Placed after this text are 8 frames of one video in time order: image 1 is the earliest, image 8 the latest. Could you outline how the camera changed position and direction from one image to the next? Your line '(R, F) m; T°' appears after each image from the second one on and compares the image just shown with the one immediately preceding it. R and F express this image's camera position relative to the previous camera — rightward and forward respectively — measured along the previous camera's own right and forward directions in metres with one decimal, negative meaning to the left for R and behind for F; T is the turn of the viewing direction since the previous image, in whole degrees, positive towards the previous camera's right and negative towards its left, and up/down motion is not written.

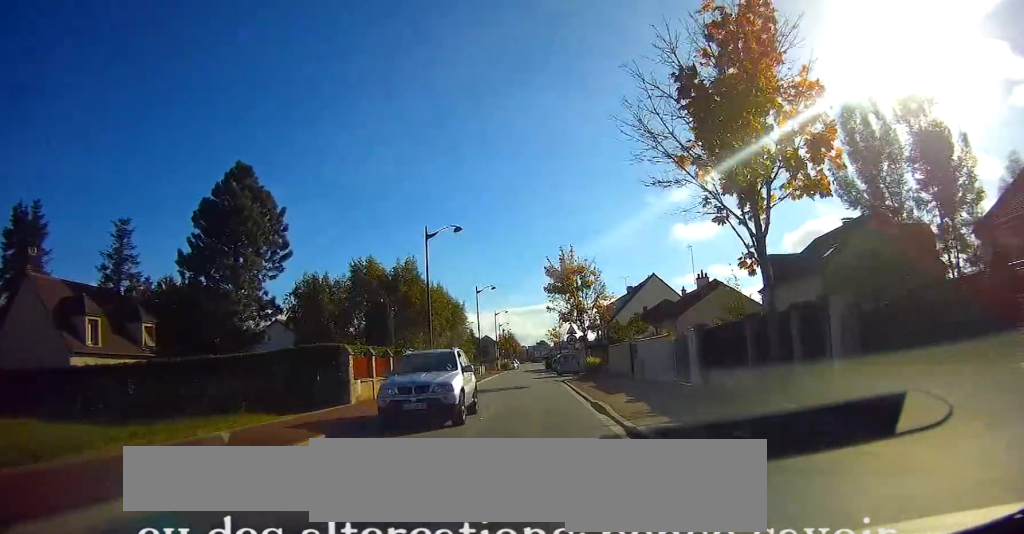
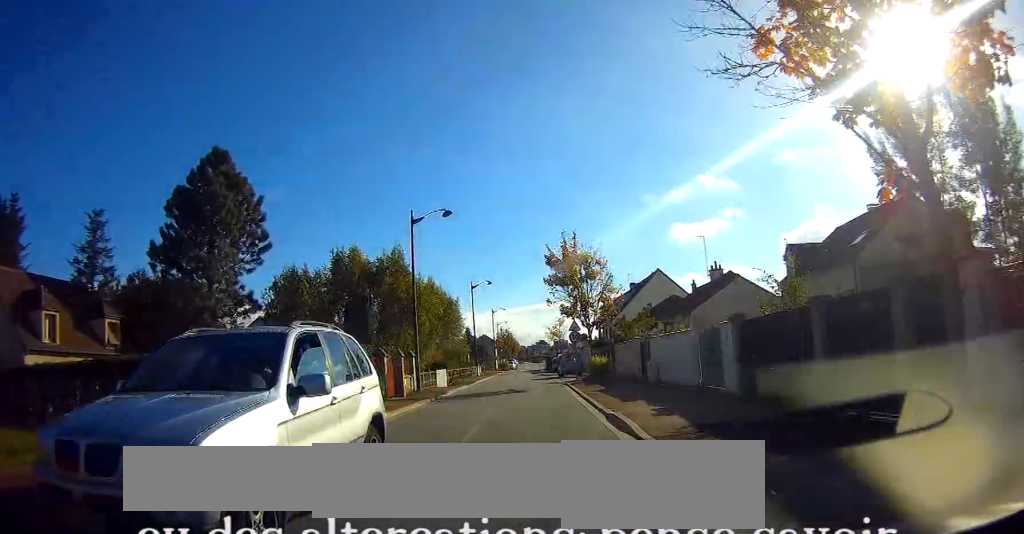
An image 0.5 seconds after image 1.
(0.0, +3.7) m; 0°
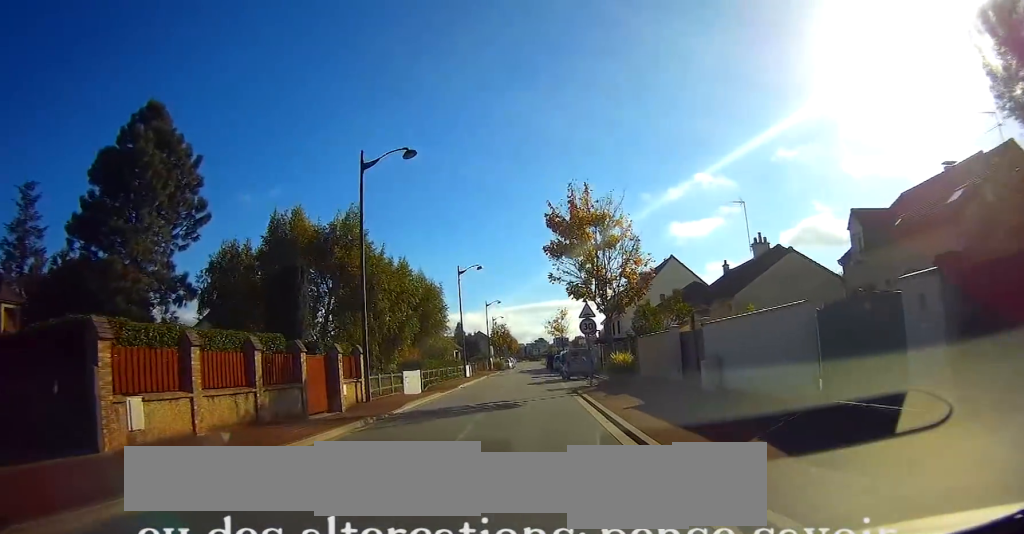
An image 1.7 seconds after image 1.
(0.0, +9.1) m; 0°
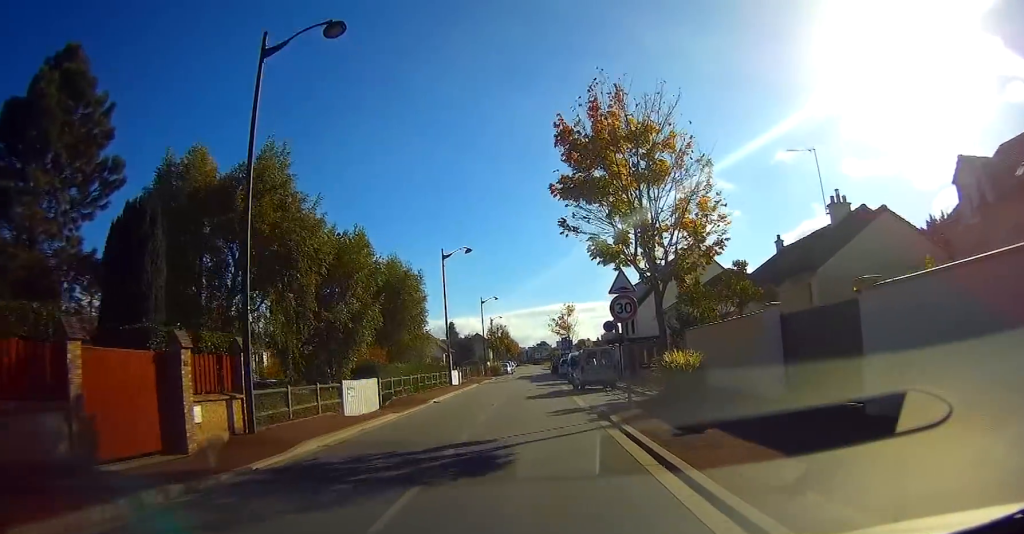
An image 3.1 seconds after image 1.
(0.0, +10.0) m; 0°
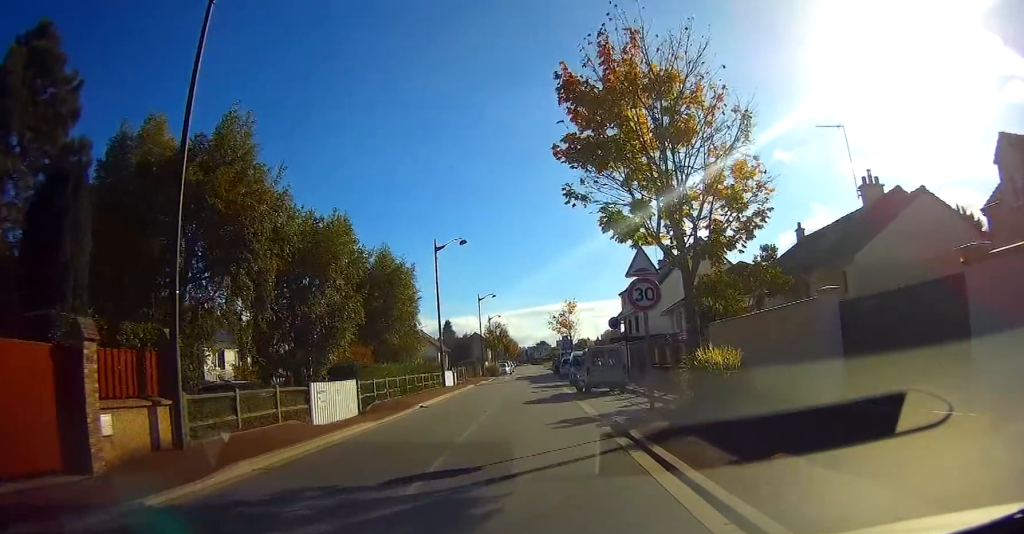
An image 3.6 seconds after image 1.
(0.0, +2.9) m; 0°
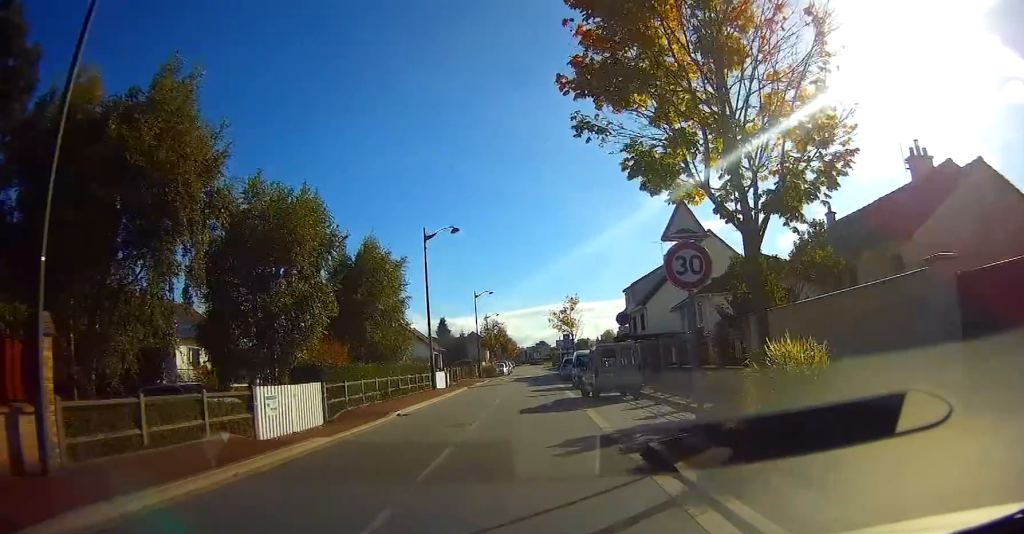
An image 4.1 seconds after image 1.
(0.0, +3.6) m; 0°
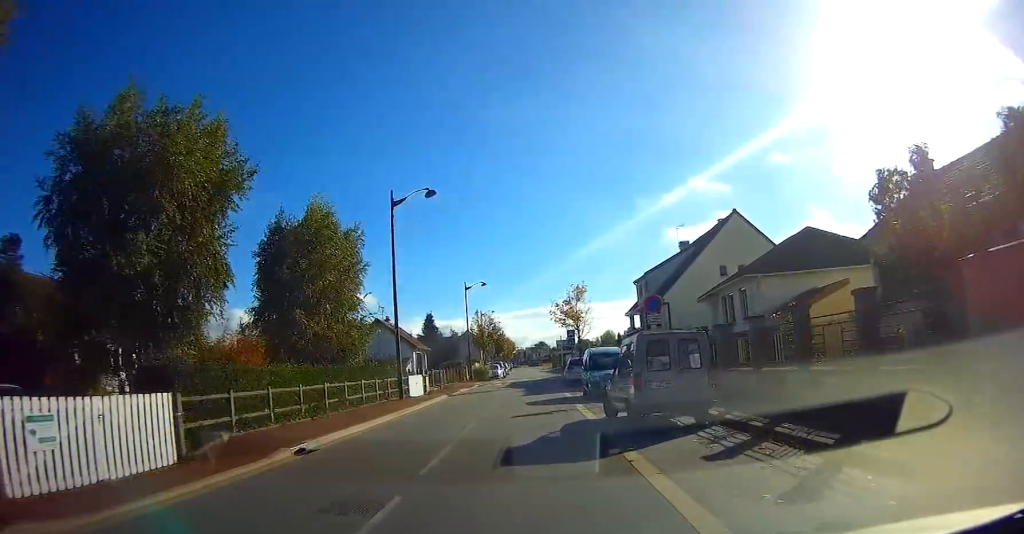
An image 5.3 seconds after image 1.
(0.0, +7.9) m; 0°
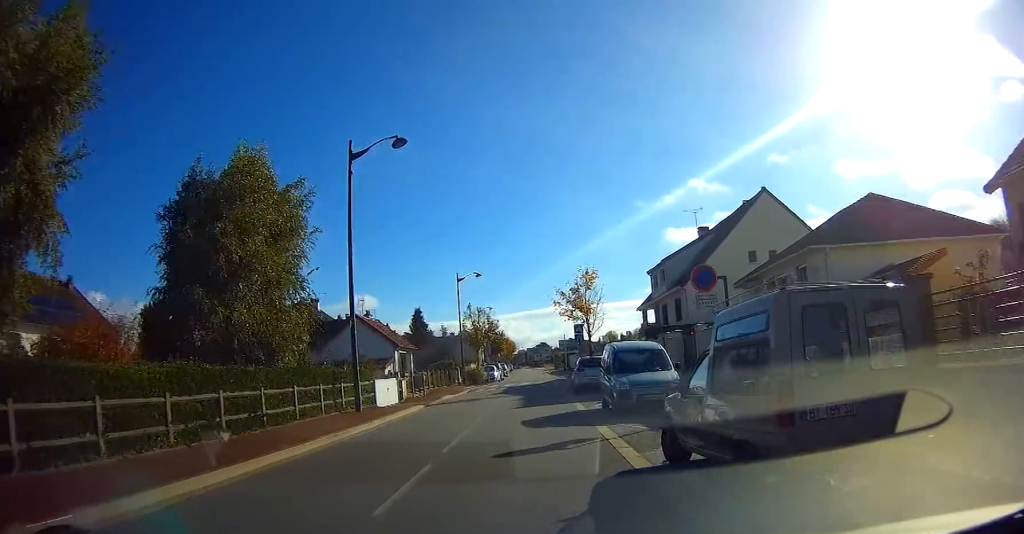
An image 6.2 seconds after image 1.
(0.0, +6.5) m; 0°
